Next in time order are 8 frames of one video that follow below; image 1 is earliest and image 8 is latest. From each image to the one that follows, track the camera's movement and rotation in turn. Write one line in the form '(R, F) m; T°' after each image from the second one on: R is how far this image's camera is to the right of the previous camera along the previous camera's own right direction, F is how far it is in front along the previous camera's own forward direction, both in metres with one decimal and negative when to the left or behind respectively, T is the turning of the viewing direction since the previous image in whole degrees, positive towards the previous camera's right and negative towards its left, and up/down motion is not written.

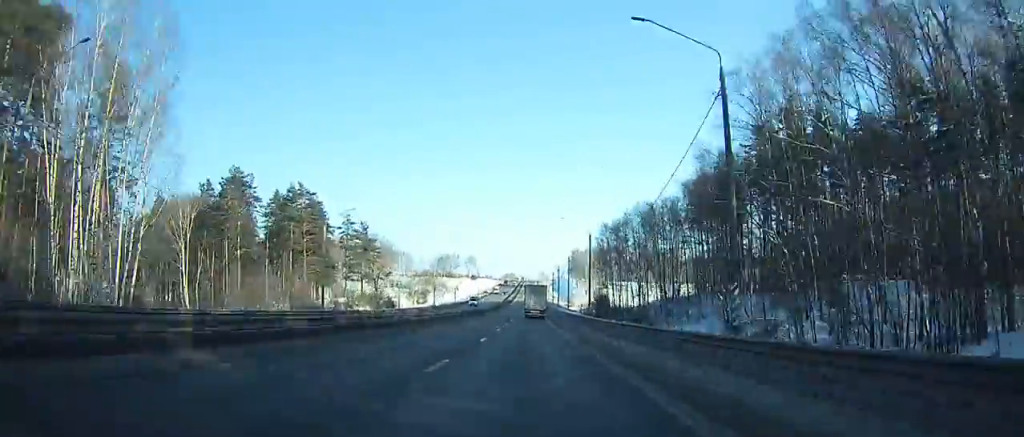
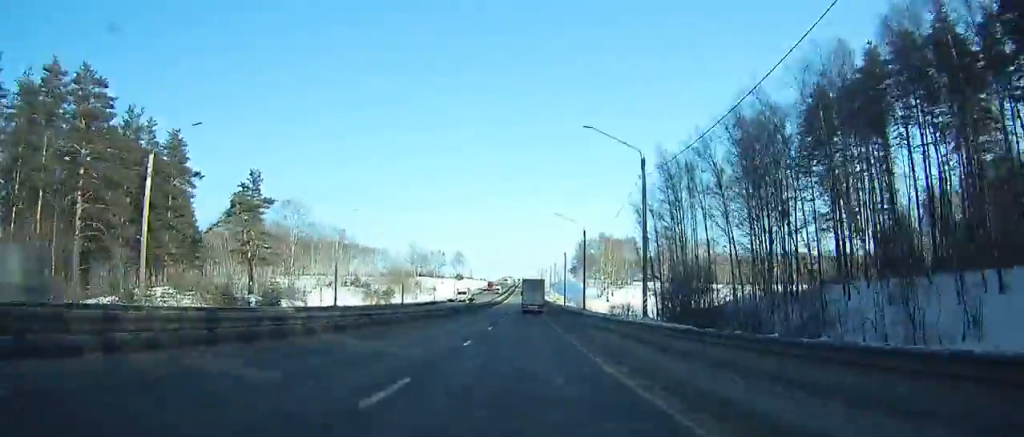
(+0.4, +64.7) m; 0°
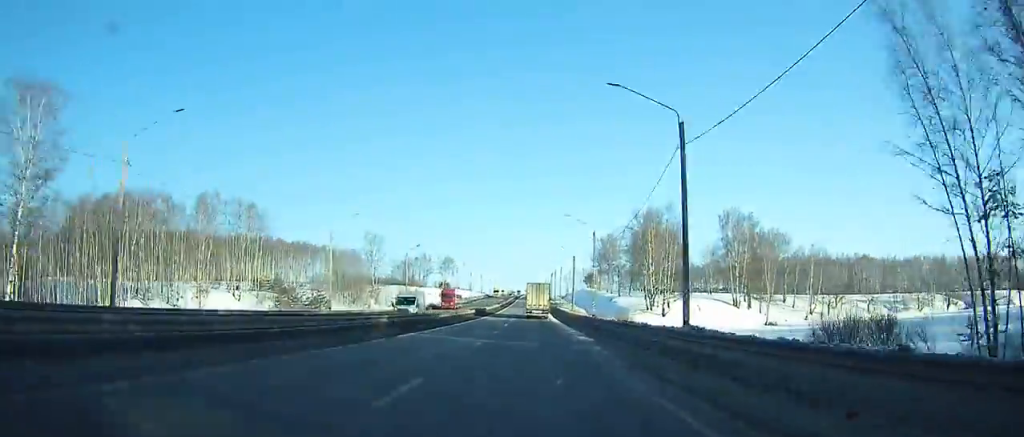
(0.0, +73.0) m; 0°
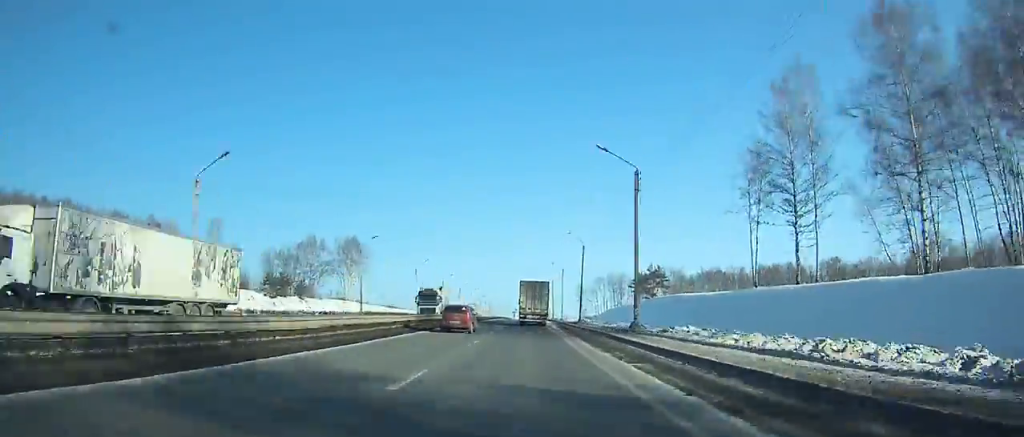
(-0.4, +165.7) m; 0°
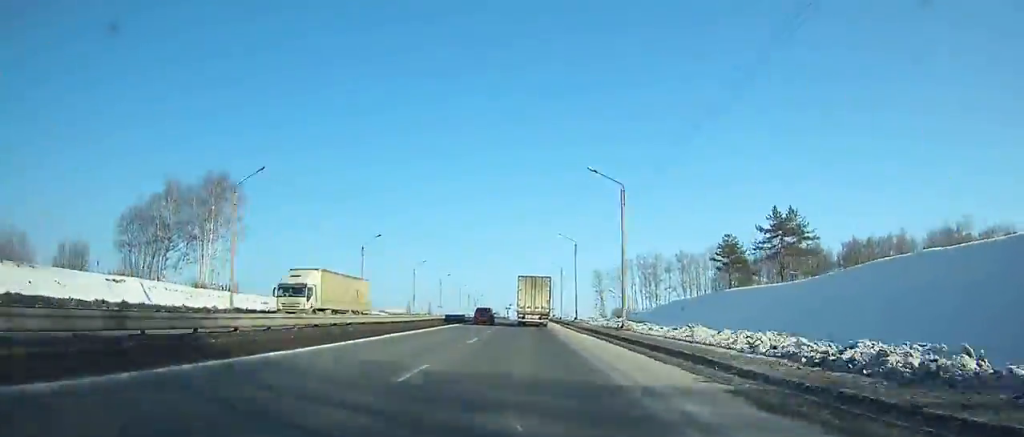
(0.0, +69.4) m; 0°
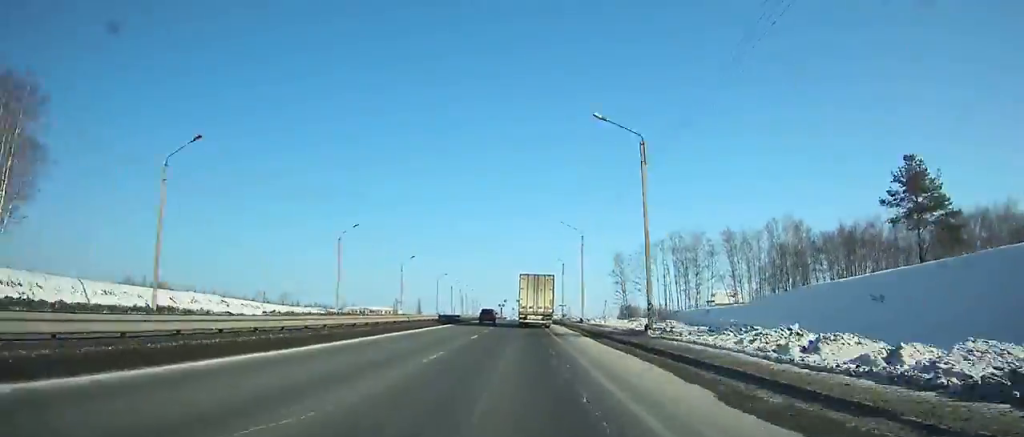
(0.0, +43.6) m; 0°
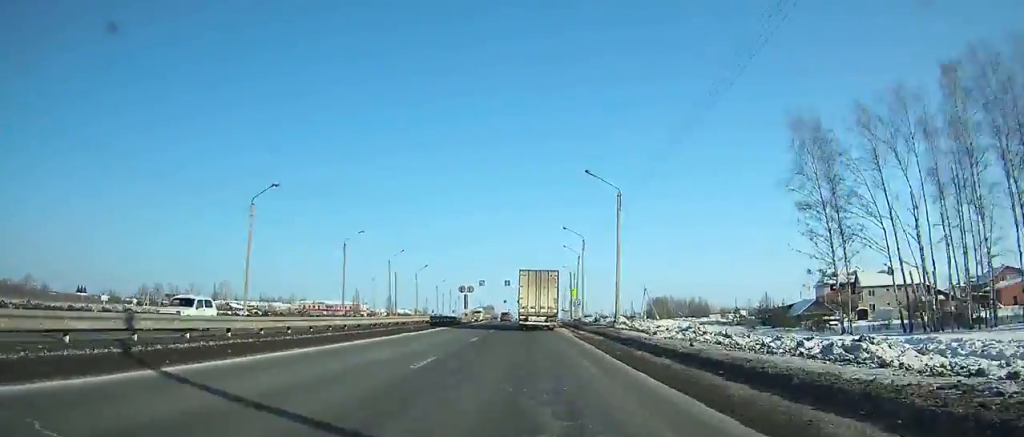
(-0.4, +93.5) m; 0°
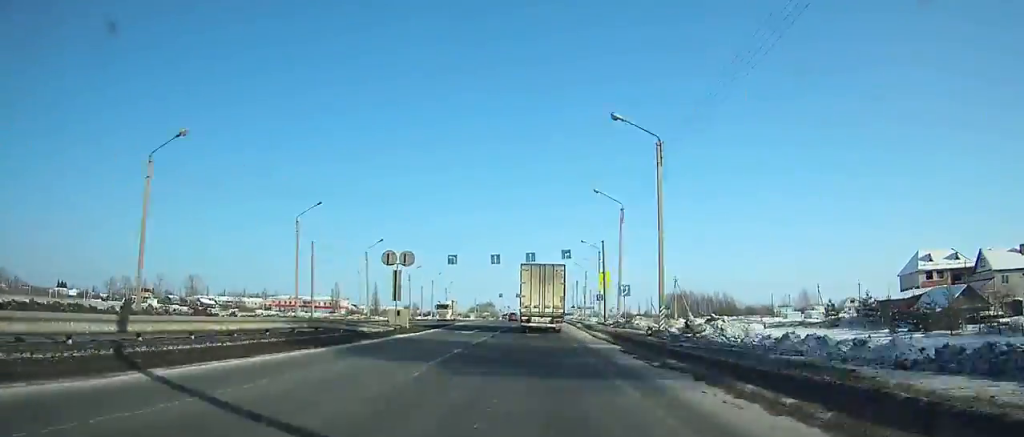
(0.0, +34.8) m; 0°
